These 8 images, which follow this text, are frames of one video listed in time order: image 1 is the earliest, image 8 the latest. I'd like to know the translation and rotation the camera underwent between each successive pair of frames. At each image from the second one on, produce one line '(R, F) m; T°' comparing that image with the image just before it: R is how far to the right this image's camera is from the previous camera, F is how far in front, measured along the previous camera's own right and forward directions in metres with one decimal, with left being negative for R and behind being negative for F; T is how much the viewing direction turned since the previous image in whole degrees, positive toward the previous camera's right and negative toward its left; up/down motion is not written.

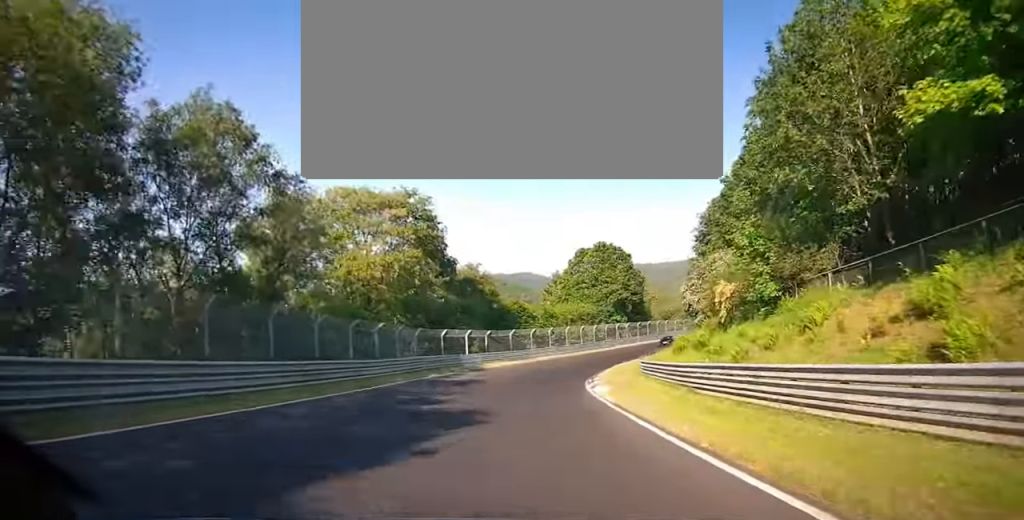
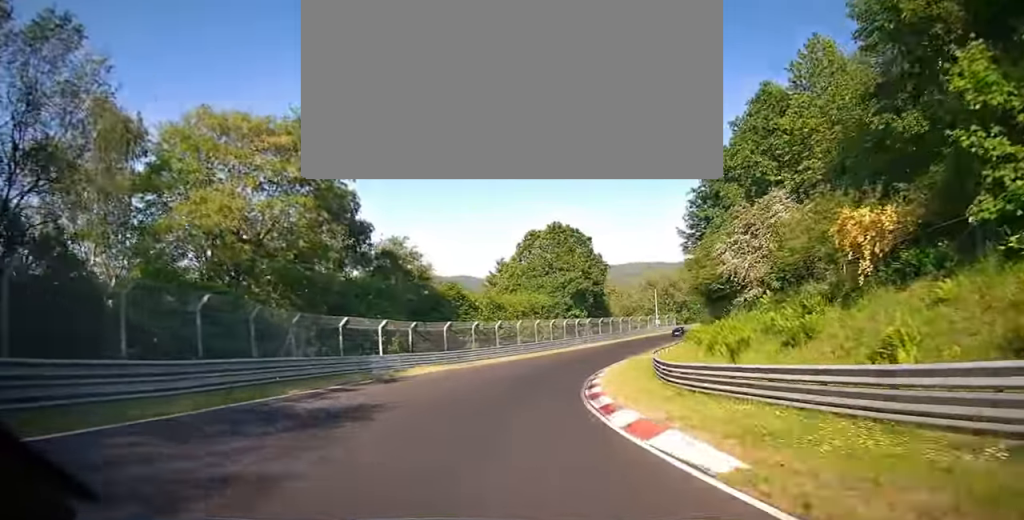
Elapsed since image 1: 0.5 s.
(+0.1, +14.9) m; +7°
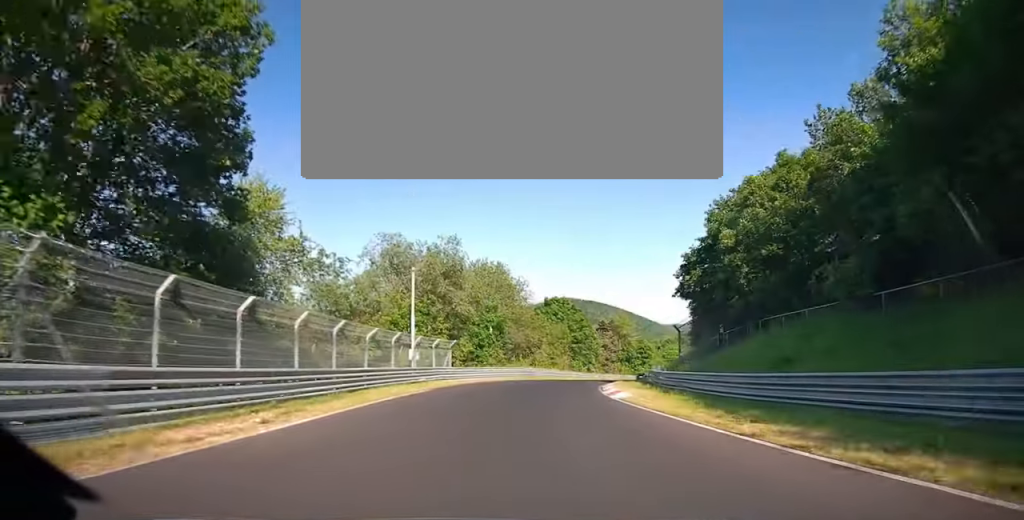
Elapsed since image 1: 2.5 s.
(+18.3, +60.4) m; +30°
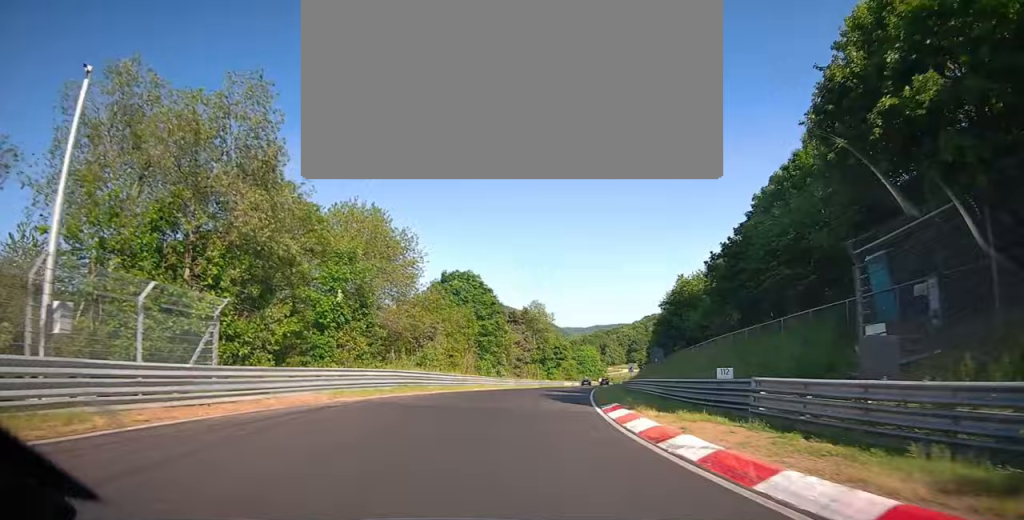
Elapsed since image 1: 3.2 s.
(+1.2, +27.1) m; +8°
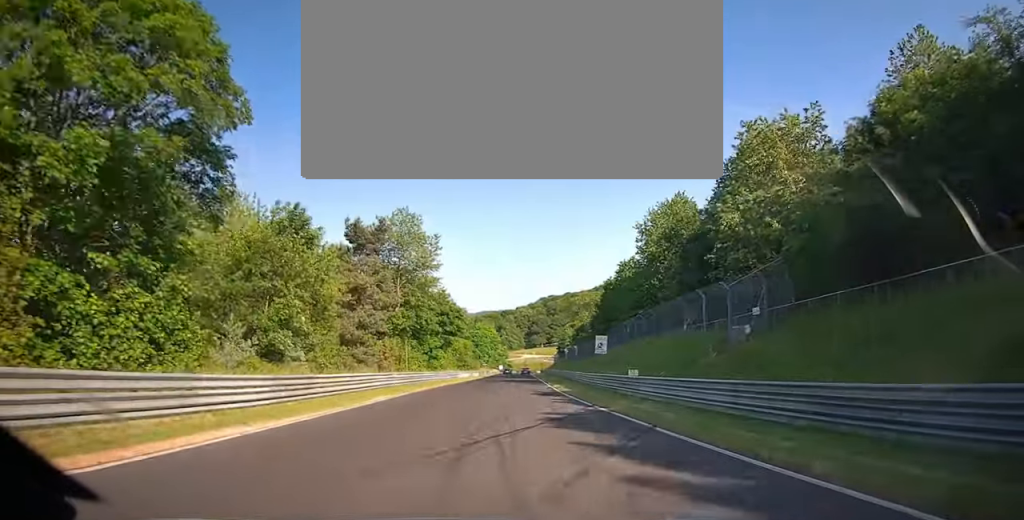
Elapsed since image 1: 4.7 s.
(+6.9, +55.8) m; +9°
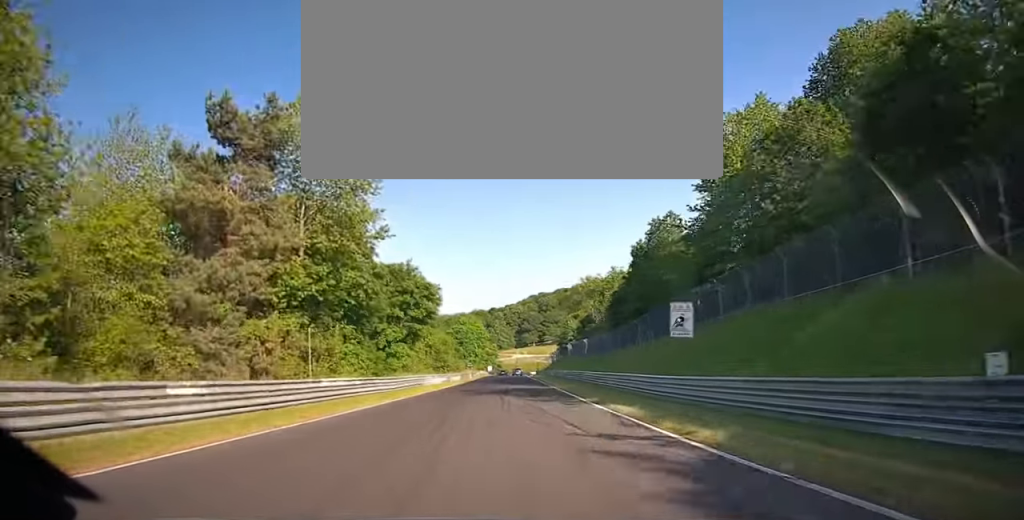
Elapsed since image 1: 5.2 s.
(+0.1, +24.7) m; 0°
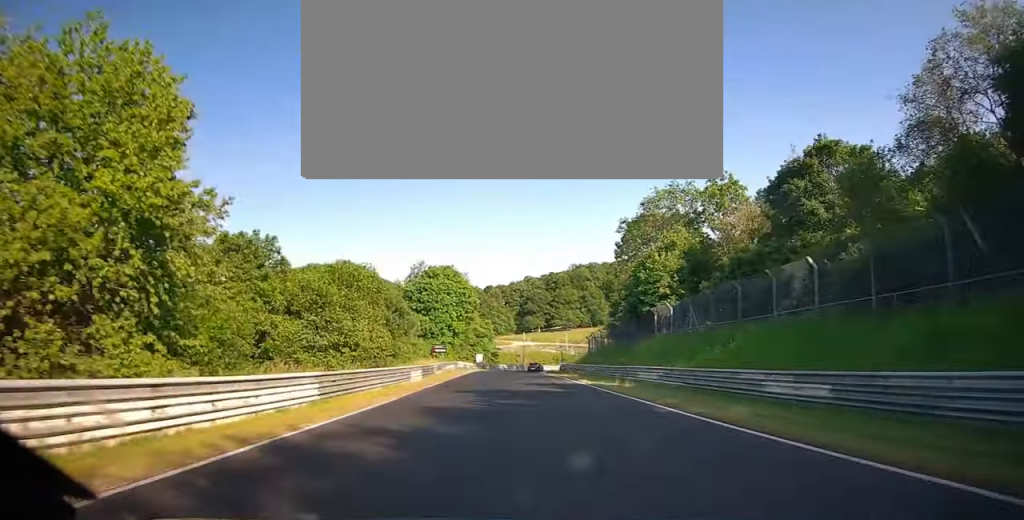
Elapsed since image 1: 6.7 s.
(+0.6, +61.2) m; +2°
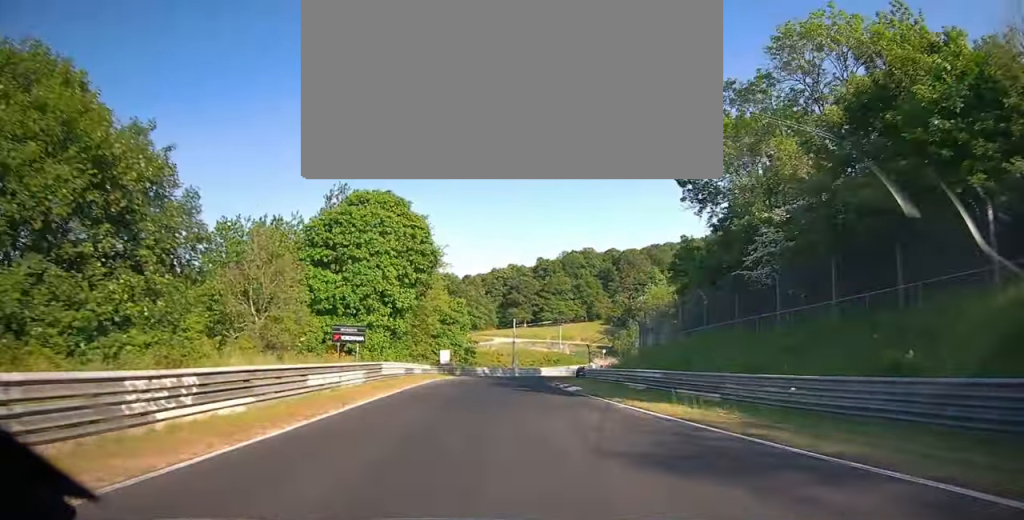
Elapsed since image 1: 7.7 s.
(+0.8, +34.4) m; +3°
